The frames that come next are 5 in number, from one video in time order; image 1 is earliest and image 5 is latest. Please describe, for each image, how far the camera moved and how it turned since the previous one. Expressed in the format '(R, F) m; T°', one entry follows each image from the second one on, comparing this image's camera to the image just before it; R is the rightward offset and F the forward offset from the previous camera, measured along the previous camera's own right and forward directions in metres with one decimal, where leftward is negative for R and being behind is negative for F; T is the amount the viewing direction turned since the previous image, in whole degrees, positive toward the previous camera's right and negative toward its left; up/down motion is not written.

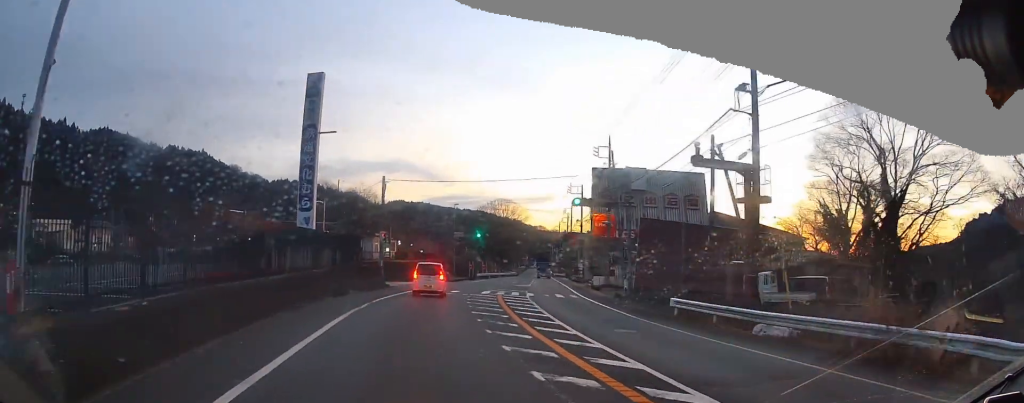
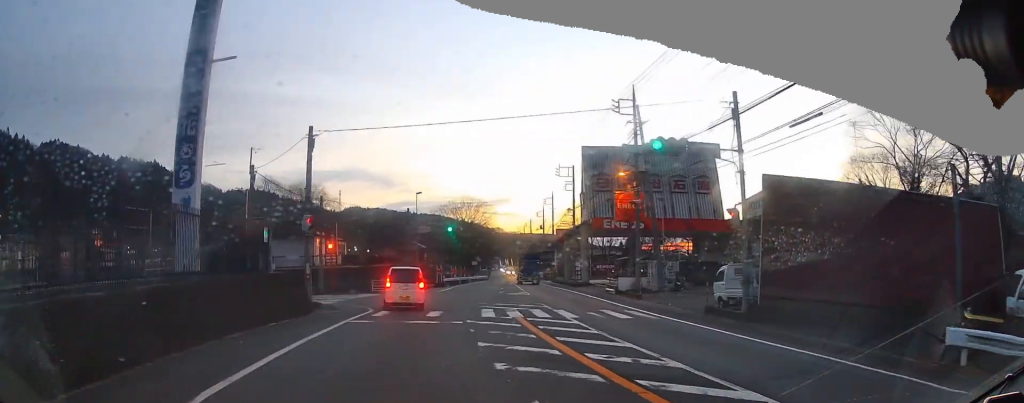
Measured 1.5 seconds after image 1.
(0.0, +17.8) m; 0°
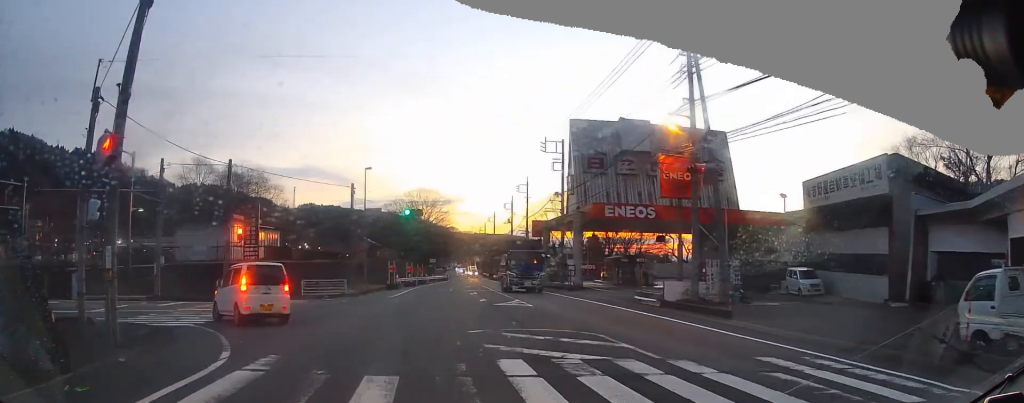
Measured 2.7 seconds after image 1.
(+0.1, +14.4) m; +4°
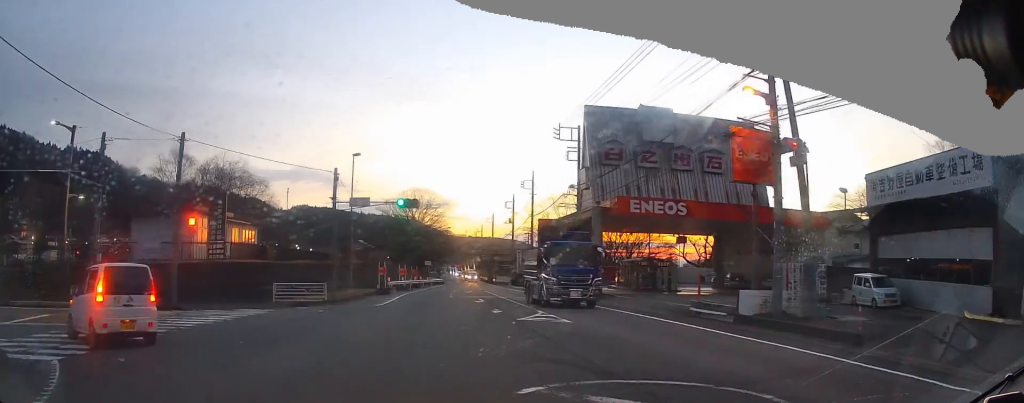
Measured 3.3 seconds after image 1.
(+0.2, +6.9) m; +1°
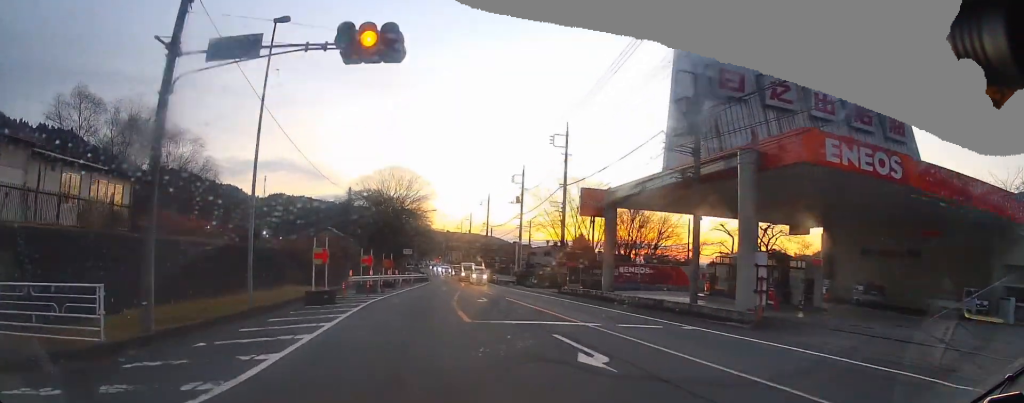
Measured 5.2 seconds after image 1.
(-0.3, +22.4) m; +1°
